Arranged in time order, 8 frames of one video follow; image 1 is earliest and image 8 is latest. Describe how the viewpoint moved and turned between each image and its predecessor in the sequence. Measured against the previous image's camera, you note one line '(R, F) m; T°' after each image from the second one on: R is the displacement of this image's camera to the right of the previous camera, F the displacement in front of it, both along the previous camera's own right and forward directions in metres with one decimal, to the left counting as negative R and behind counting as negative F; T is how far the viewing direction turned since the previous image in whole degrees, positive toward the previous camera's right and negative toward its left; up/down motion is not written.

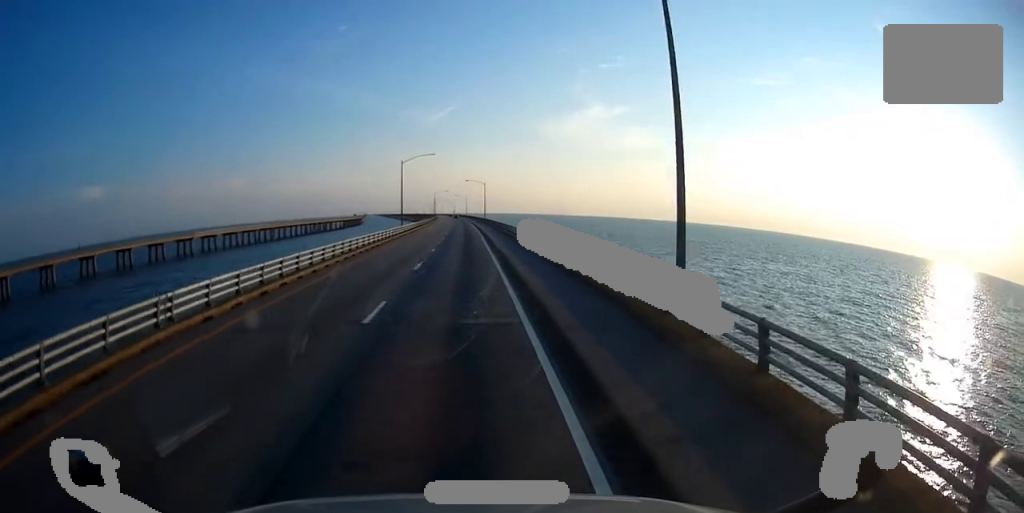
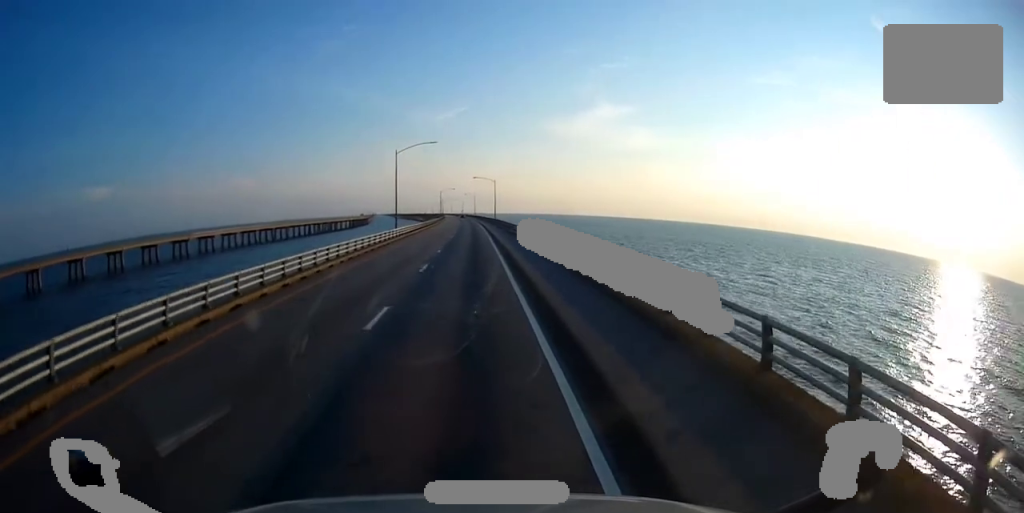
(+0.1, +12.7) m; 0°
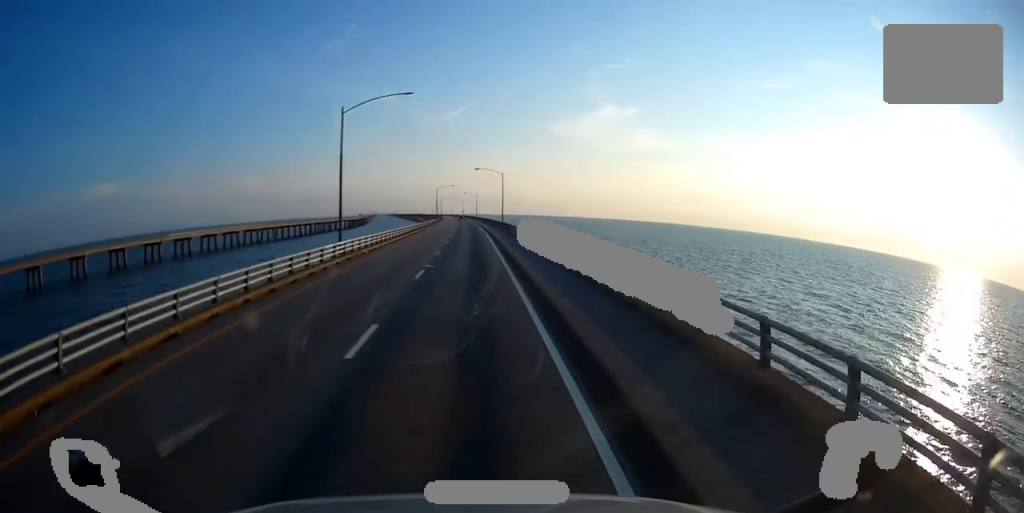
(-0.4, +26.5) m; 0°
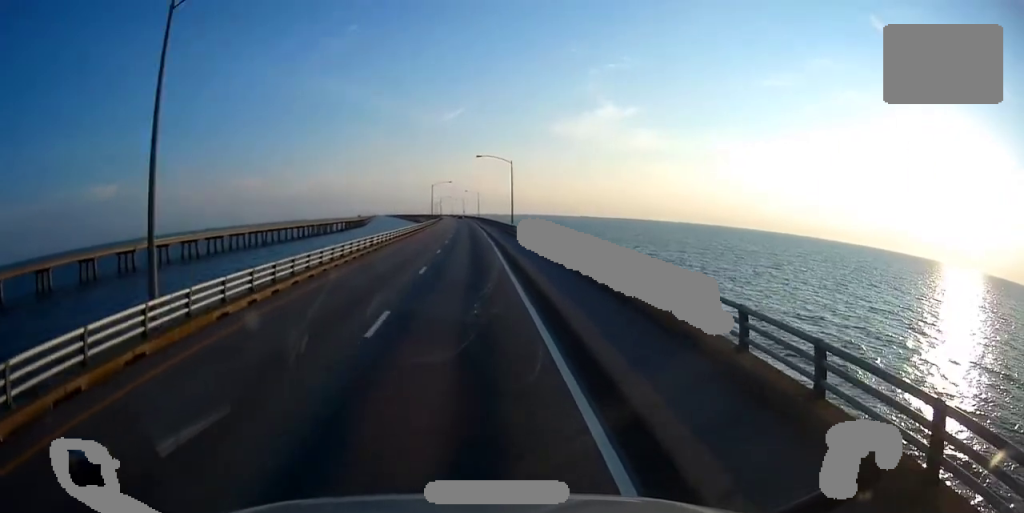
(+0.2, +22.3) m; 0°
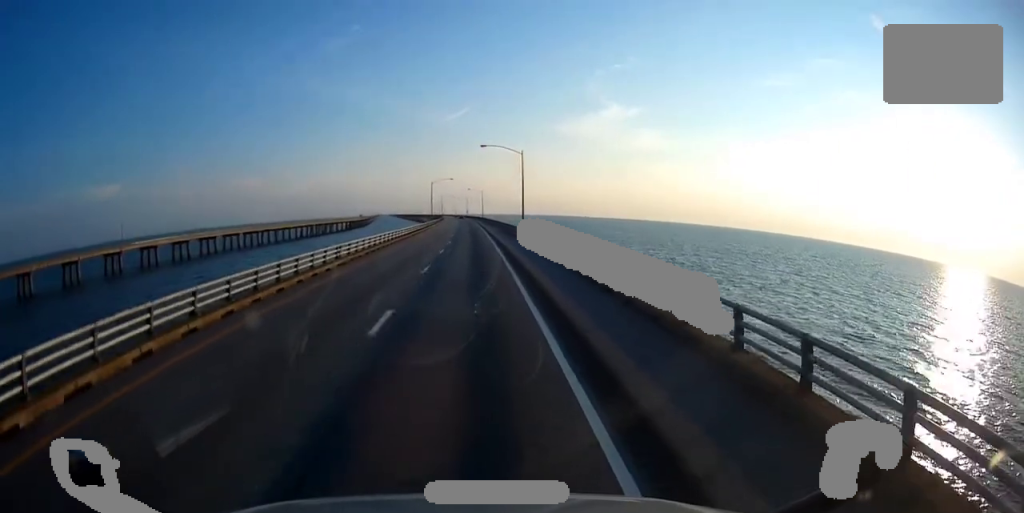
(-0.1, +11.7) m; 0°
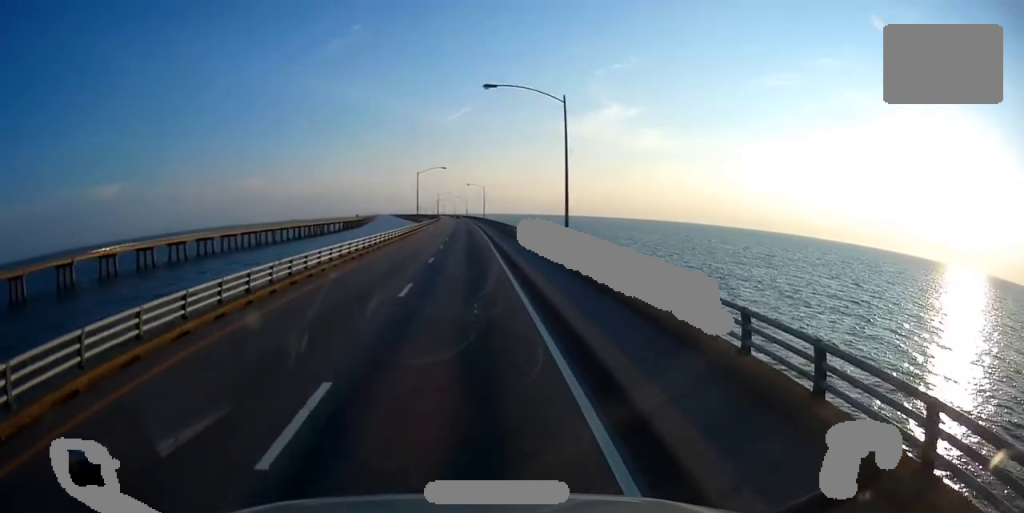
(0.0, +30.7) m; 0°
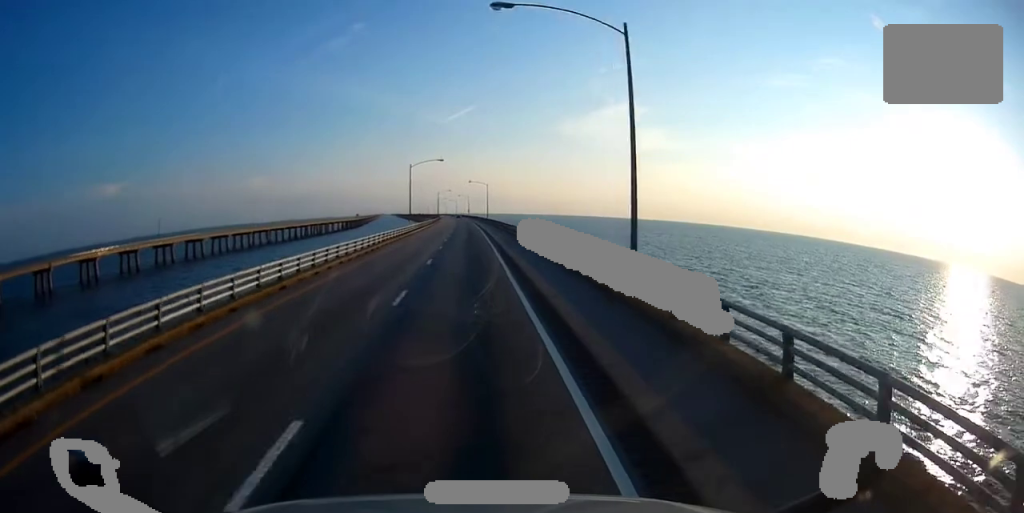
(+0.2, +13.7) m; 0°
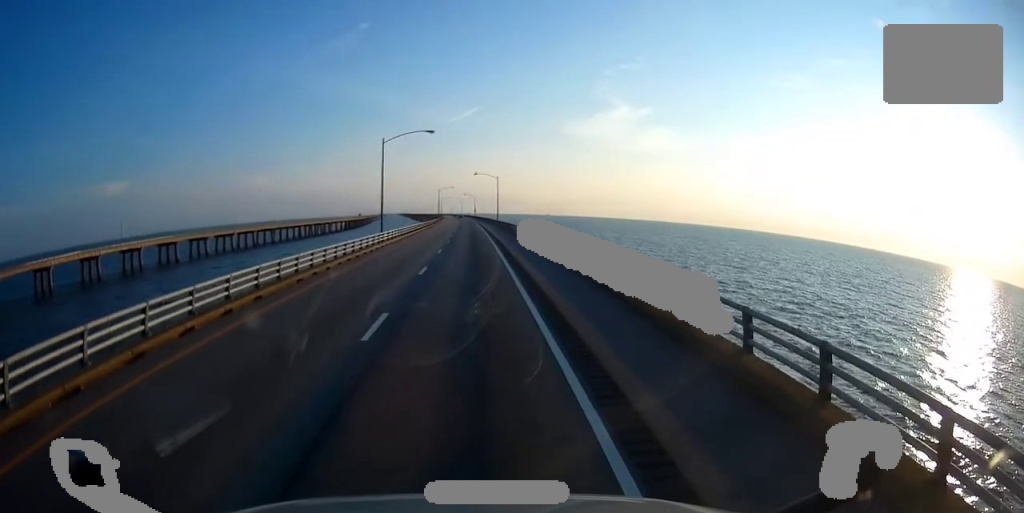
(-0.3, +28.6) m; -1°
